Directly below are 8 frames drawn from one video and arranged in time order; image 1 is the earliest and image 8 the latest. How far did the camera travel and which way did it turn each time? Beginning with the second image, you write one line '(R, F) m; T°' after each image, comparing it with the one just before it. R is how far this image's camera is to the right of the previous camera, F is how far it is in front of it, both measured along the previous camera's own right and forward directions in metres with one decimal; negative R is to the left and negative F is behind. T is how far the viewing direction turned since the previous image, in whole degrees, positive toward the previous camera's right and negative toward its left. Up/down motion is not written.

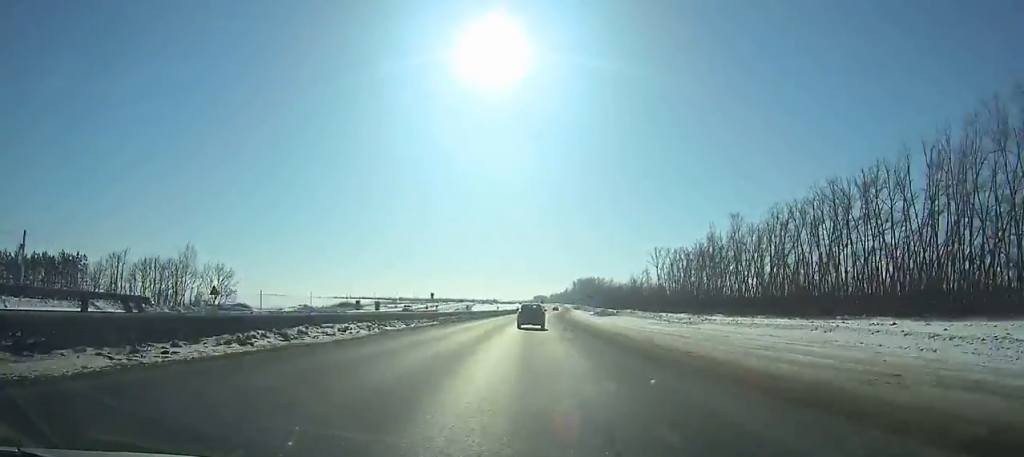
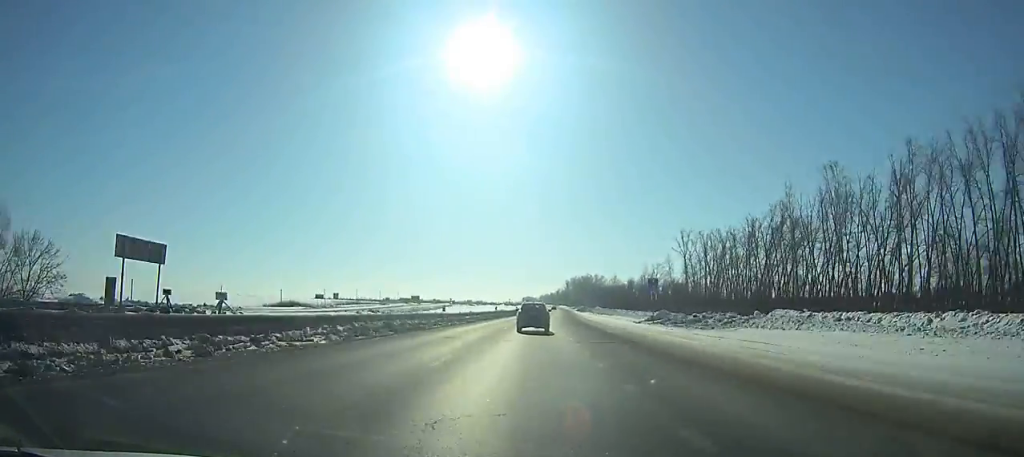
(+0.7, +56.5) m; +1°
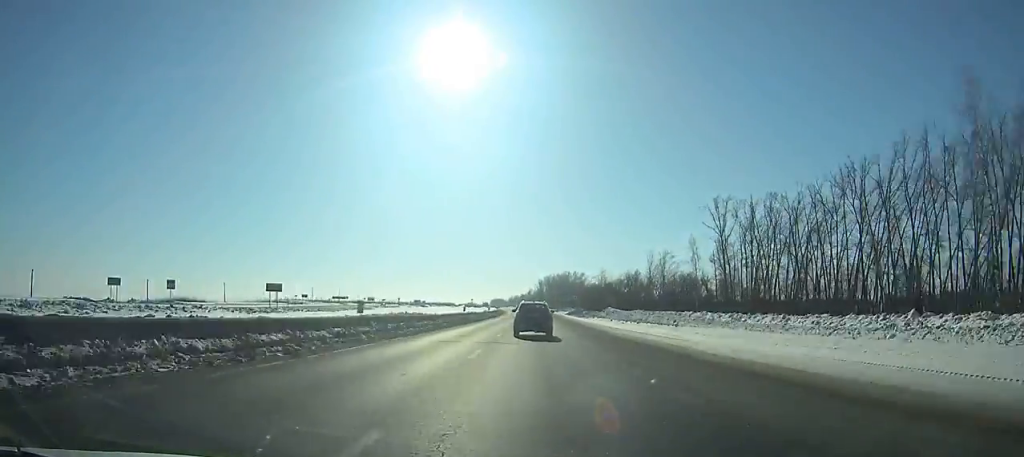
(+0.9, +56.6) m; +2°
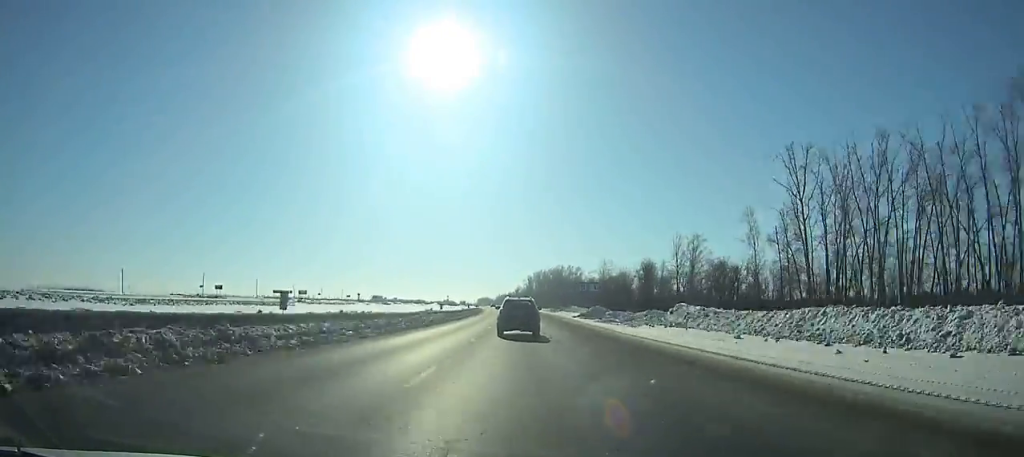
(+0.5, +42.4) m; +1°
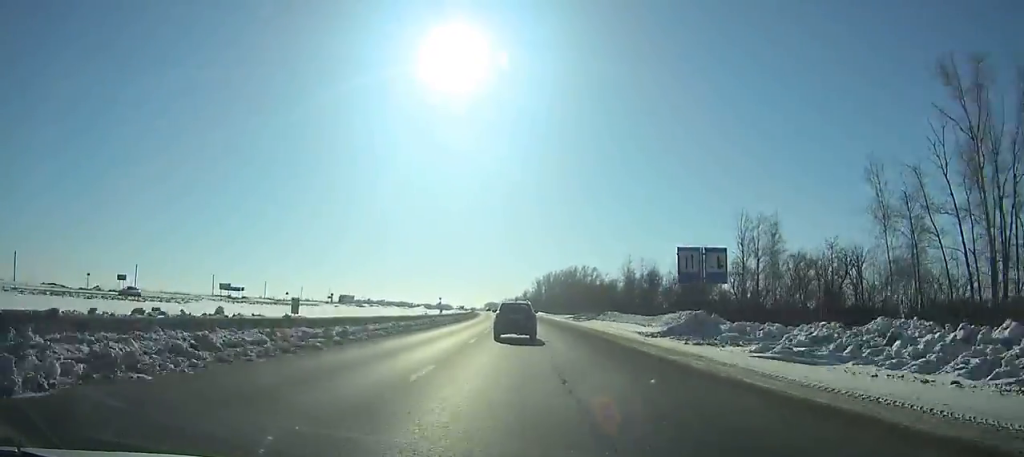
(+0.6, +35.5) m; 0°
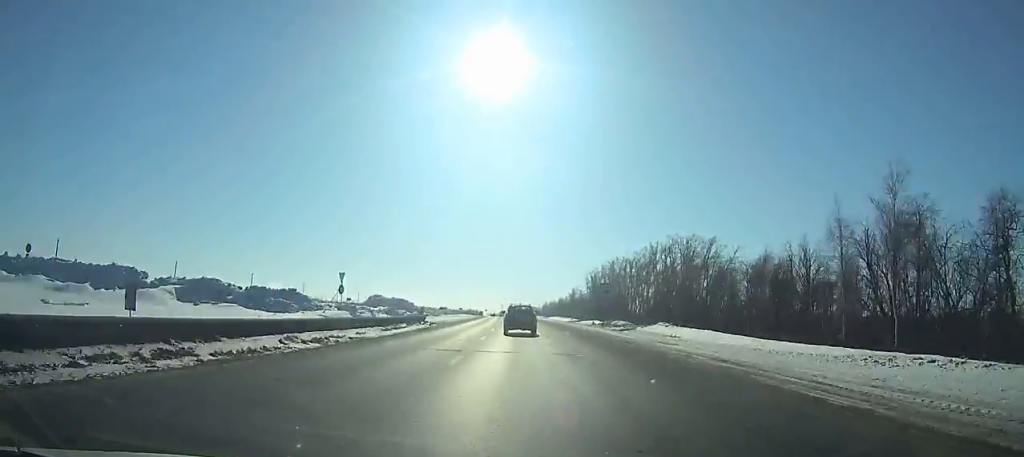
(-2.7, +117.2) m; -3°
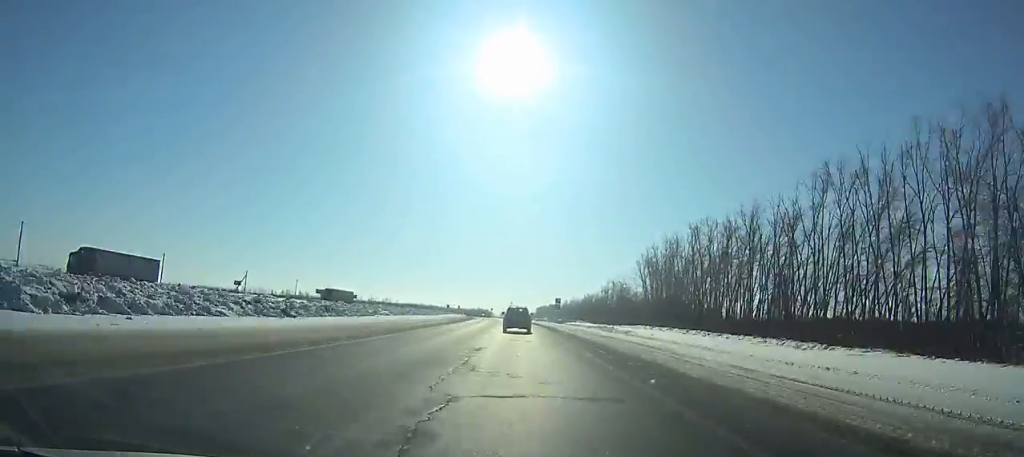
(-1.9, +92.4) m; -2°
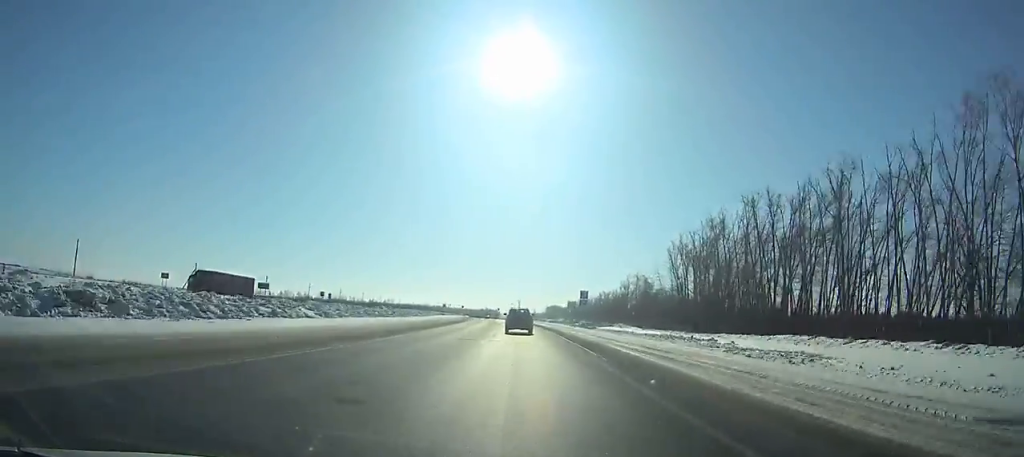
(-0.1, +29.6) m; -1°
